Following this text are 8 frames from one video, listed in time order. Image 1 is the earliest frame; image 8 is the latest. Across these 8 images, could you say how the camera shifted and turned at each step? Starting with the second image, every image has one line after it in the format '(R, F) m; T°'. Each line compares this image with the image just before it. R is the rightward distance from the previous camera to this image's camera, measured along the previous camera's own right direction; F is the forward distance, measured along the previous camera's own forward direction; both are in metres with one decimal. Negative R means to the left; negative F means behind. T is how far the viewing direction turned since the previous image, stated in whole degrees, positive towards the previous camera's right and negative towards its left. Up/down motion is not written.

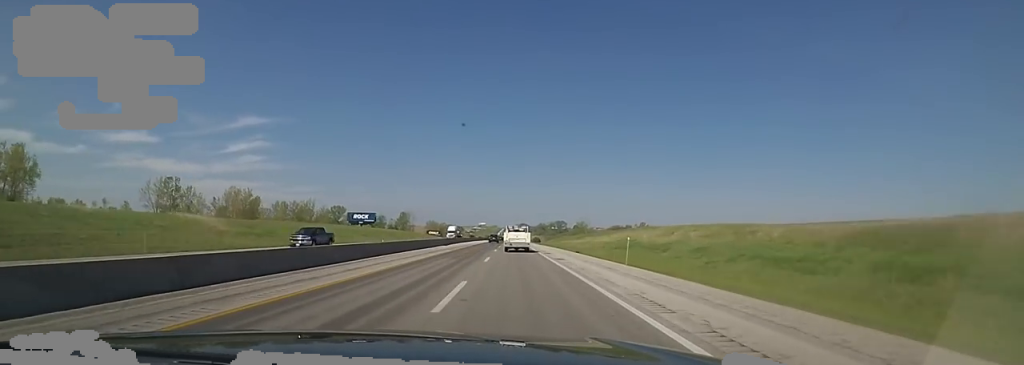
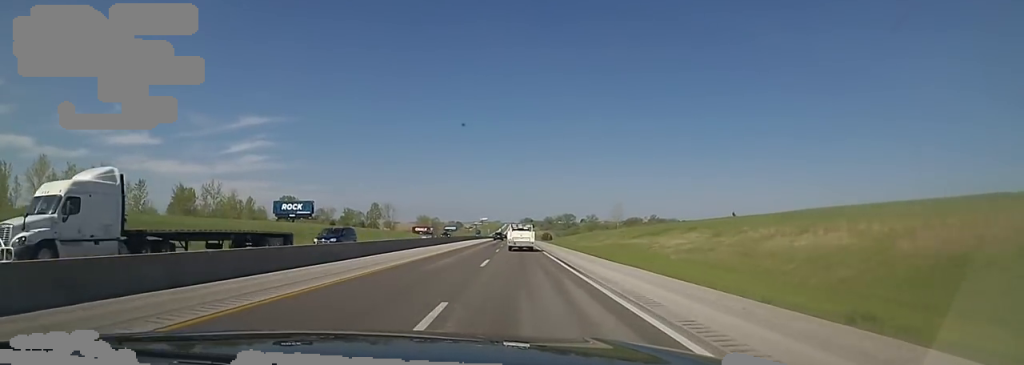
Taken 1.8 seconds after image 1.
(+1.2, +66.1) m; +2°
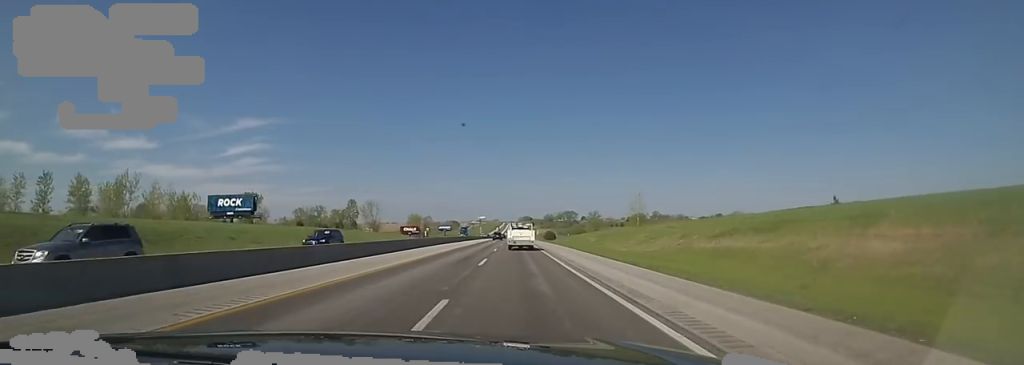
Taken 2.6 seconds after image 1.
(+0.5, +30.3) m; -1°
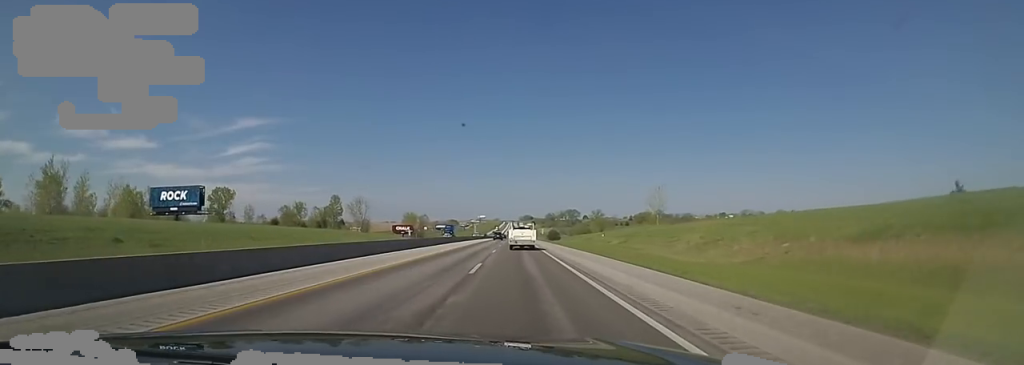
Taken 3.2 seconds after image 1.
(-0.7, +19.2) m; -1°
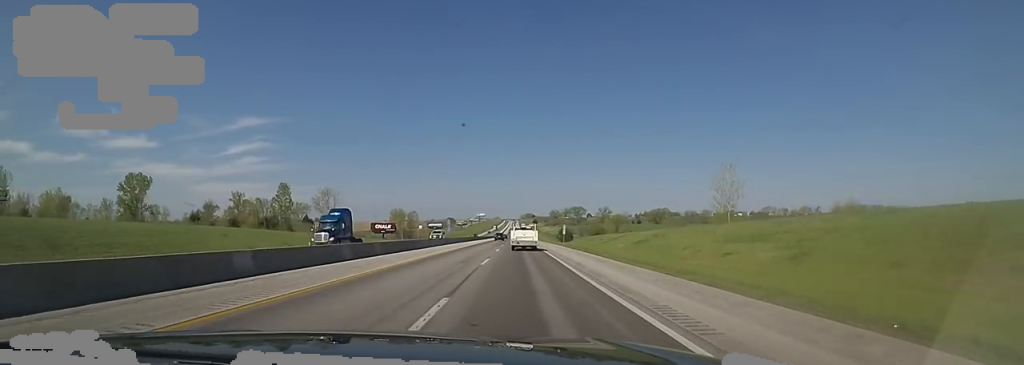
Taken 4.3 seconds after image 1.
(-0.2, +42.1) m; -1°
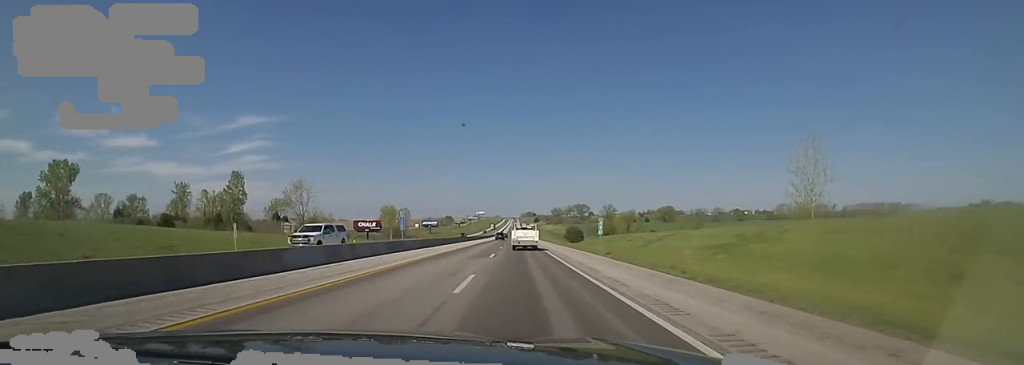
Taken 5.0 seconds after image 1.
(-0.2, +25.1) m; 0°
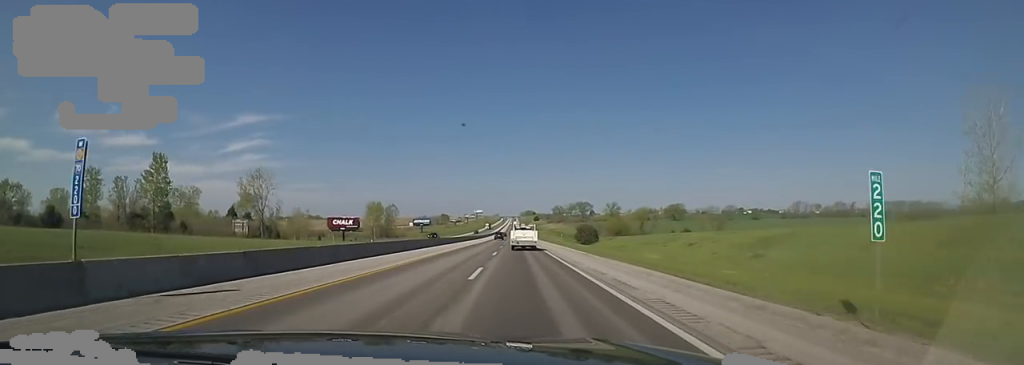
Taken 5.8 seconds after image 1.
(0.0, +27.4) m; 0°
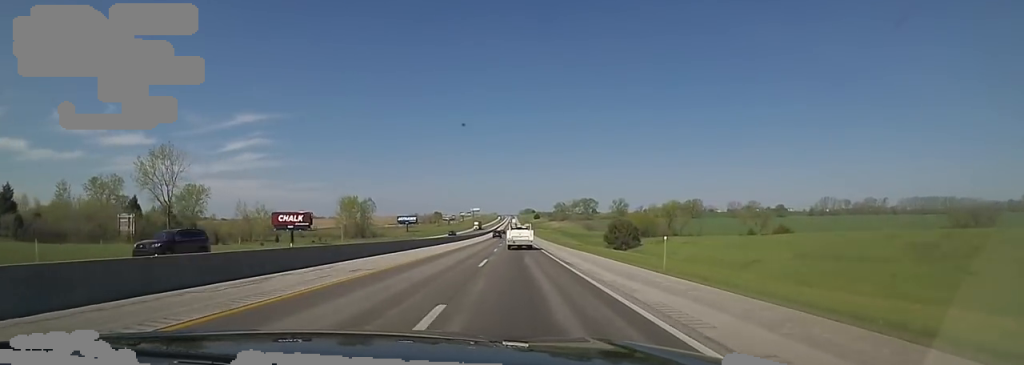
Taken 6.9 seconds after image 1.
(0.0, +40.0) m; +1°
